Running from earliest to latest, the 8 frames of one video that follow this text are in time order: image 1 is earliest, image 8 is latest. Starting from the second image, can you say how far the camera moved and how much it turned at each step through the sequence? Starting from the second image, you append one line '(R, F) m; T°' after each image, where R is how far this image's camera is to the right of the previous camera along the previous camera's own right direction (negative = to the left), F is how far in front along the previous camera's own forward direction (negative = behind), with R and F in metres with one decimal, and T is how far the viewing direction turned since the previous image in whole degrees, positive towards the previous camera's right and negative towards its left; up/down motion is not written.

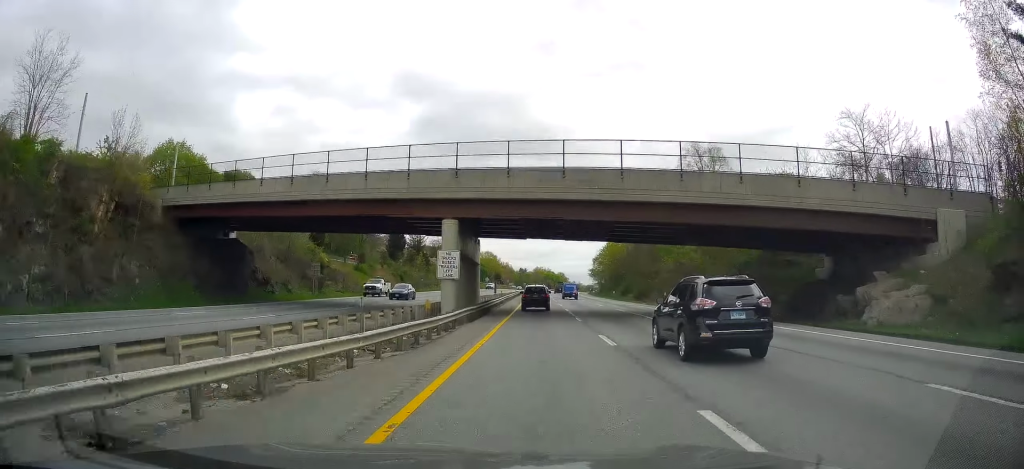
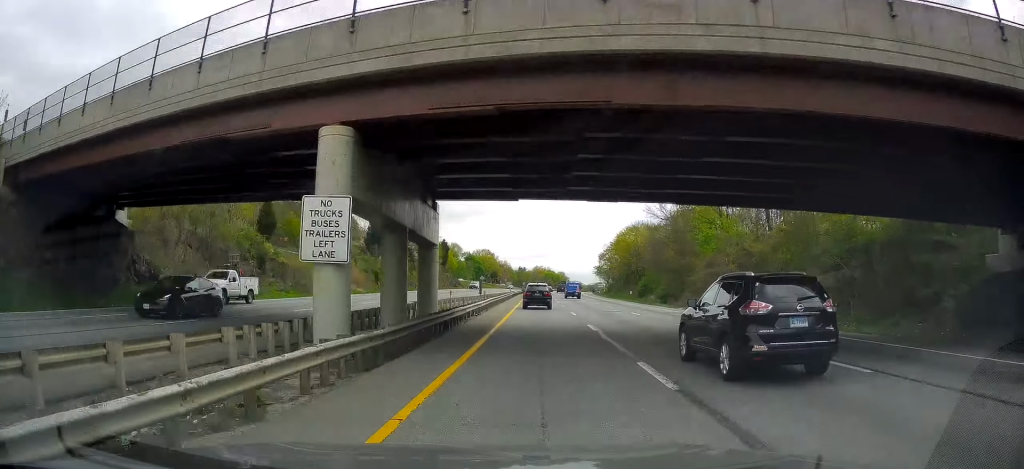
(0.0, +18.8) m; 0°
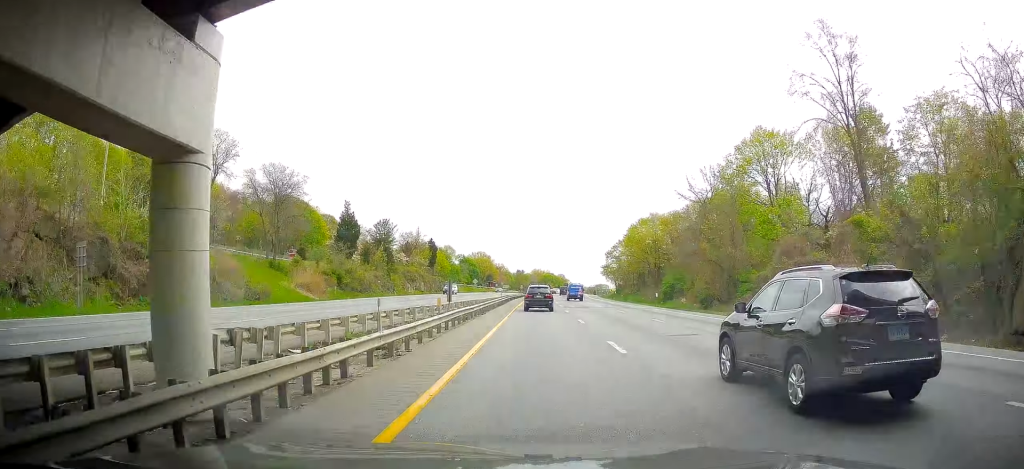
(-0.1, +18.8) m; +1°
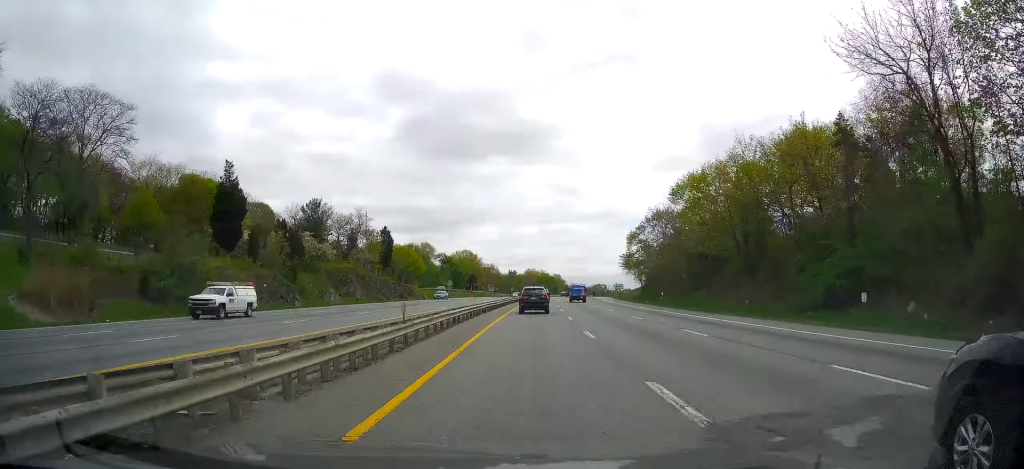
(+0.2, +43.7) m; 0°
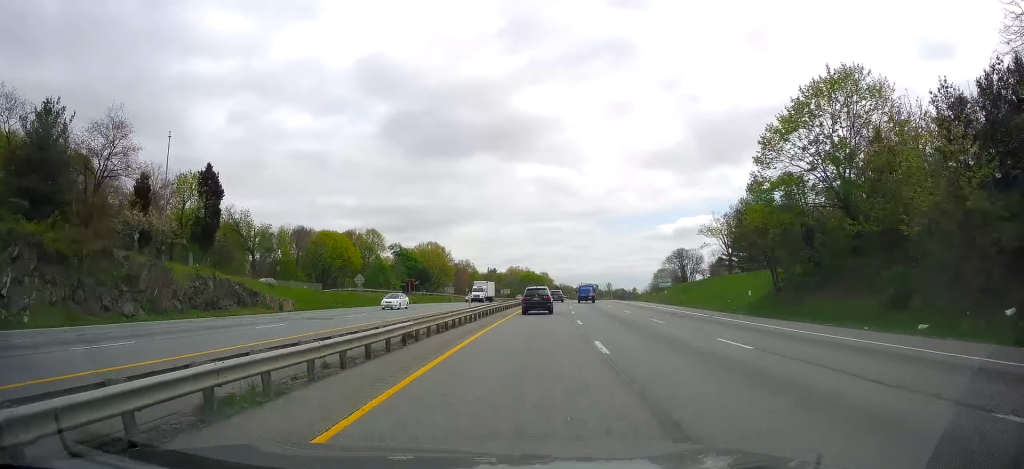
(+0.1, +64.8) m; +2°
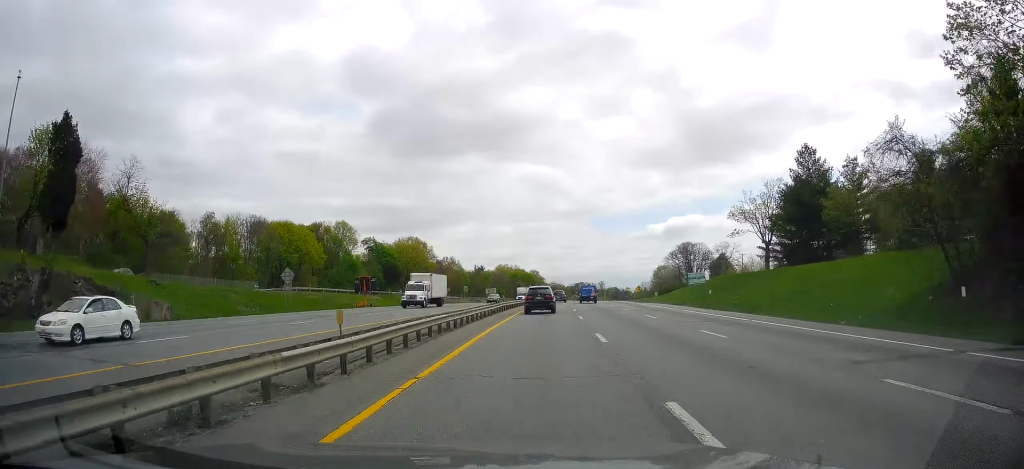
(+0.3, +21.5) m; +1°
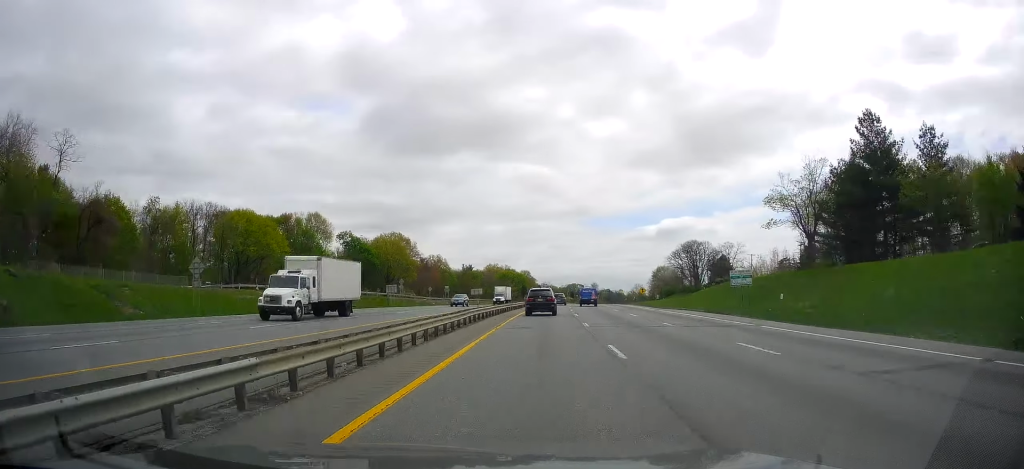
(+0.2, +16.2) m; +1°
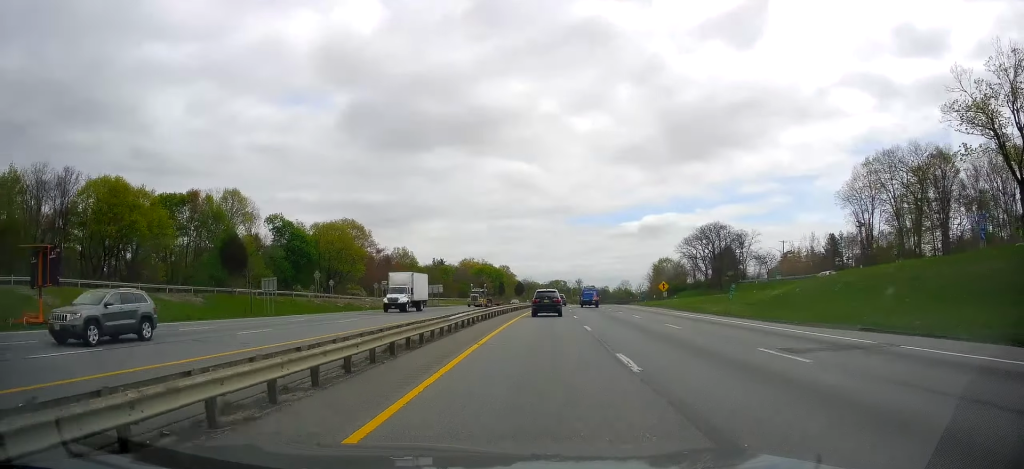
(+0.1, +37.2) m; 0°
